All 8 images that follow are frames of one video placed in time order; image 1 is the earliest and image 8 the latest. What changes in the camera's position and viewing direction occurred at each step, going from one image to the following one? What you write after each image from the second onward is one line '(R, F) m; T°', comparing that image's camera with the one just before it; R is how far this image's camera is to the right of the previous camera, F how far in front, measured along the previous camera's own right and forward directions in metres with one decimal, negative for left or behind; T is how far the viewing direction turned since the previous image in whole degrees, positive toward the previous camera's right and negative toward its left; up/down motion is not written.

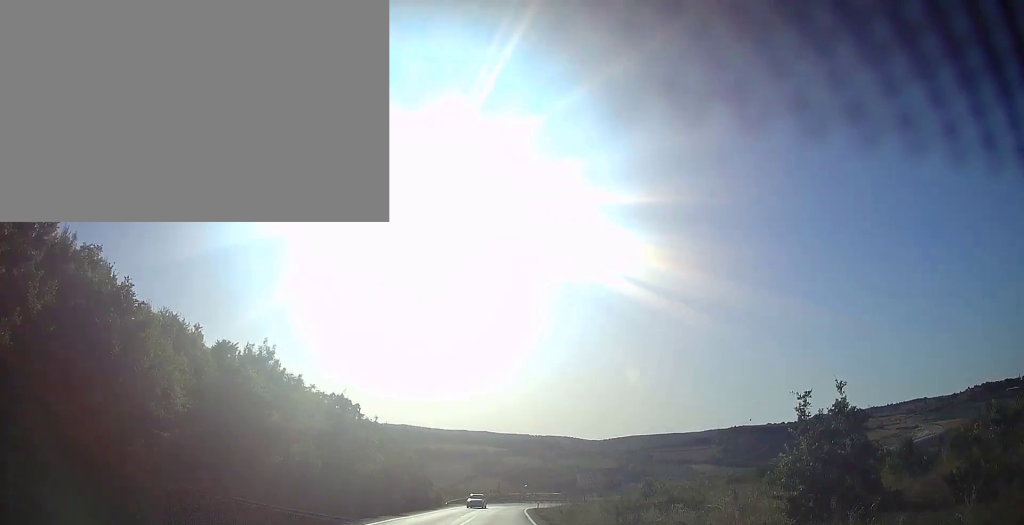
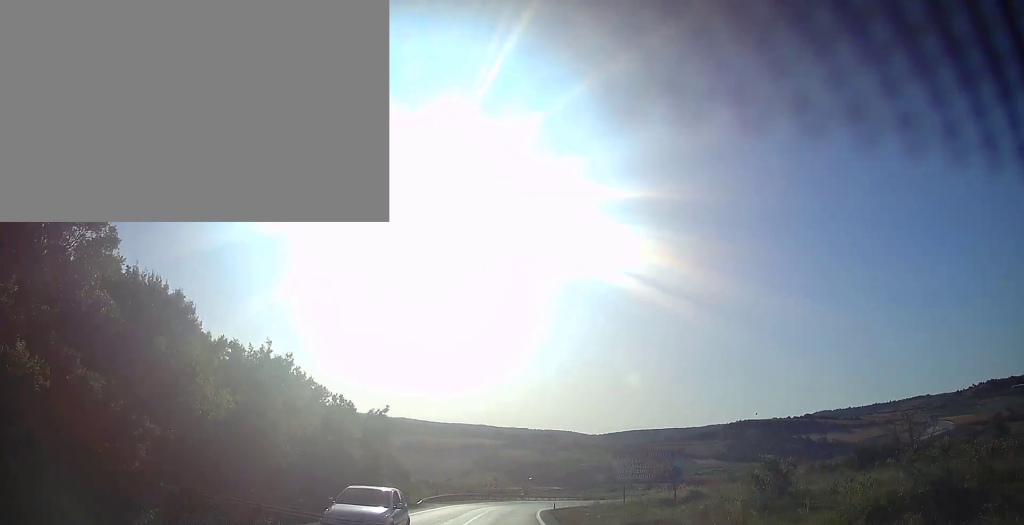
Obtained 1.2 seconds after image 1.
(-0.1, +21.9) m; -1°
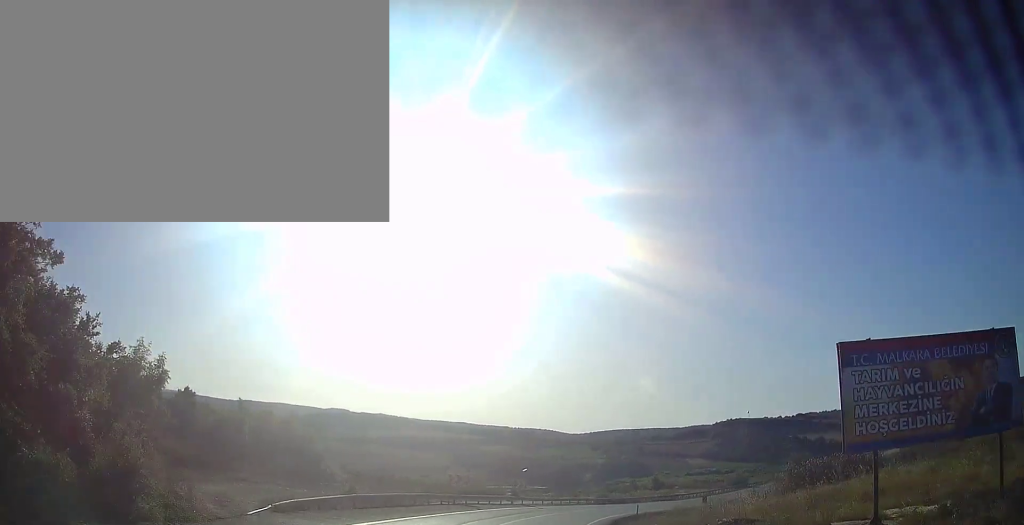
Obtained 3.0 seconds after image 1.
(+0.2, +31.7) m; +2°
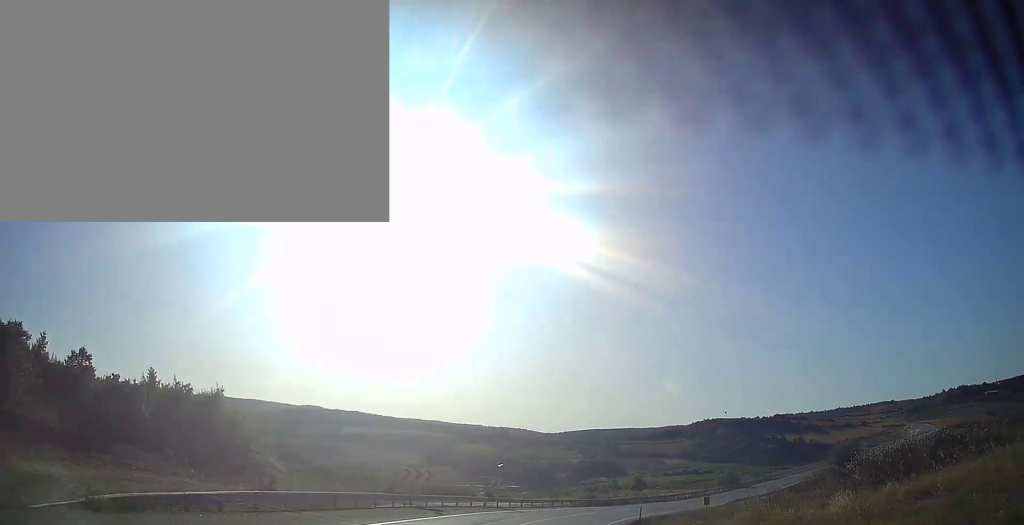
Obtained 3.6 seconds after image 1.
(+0.1, +9.7) m; +2°
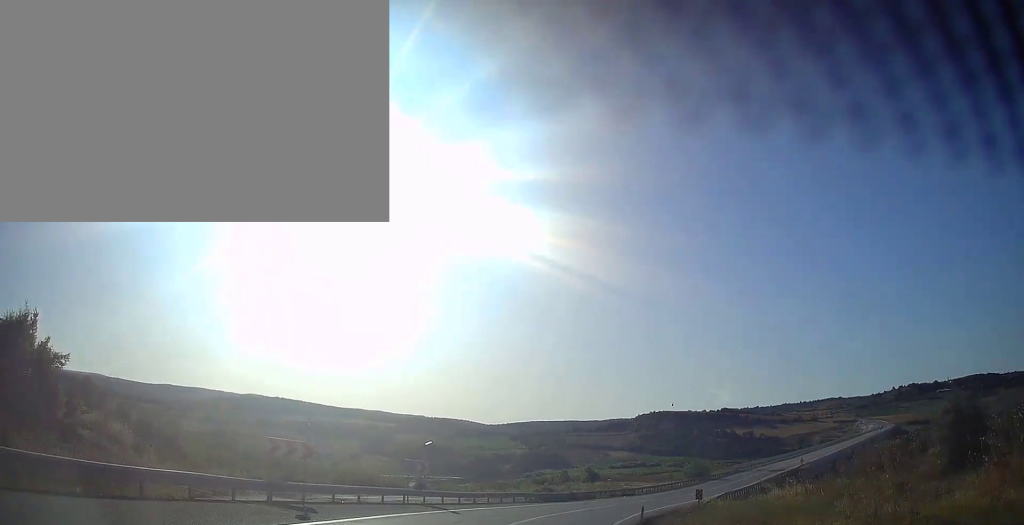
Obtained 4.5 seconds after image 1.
(+0.1, +13.5) m; +4°
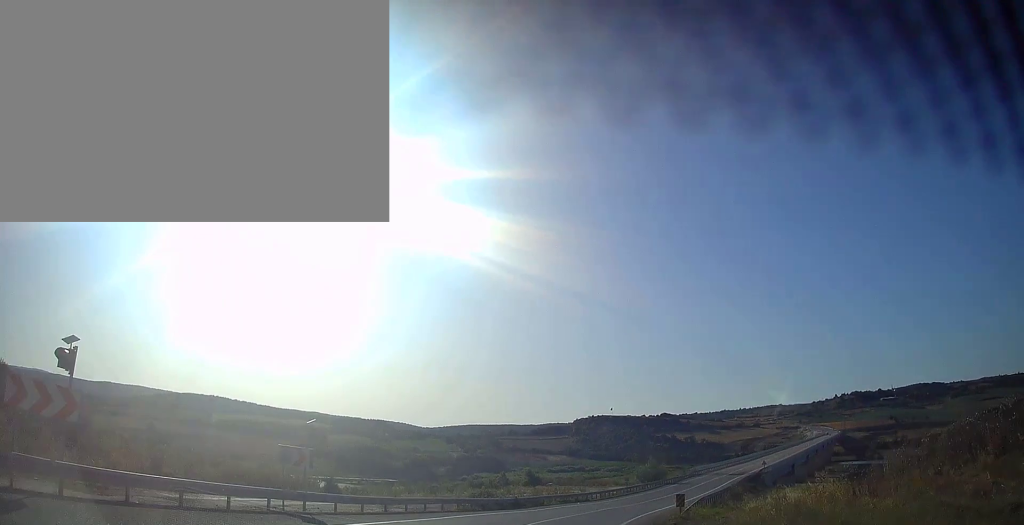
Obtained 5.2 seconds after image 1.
(+0.5, +10.0) m; +5°
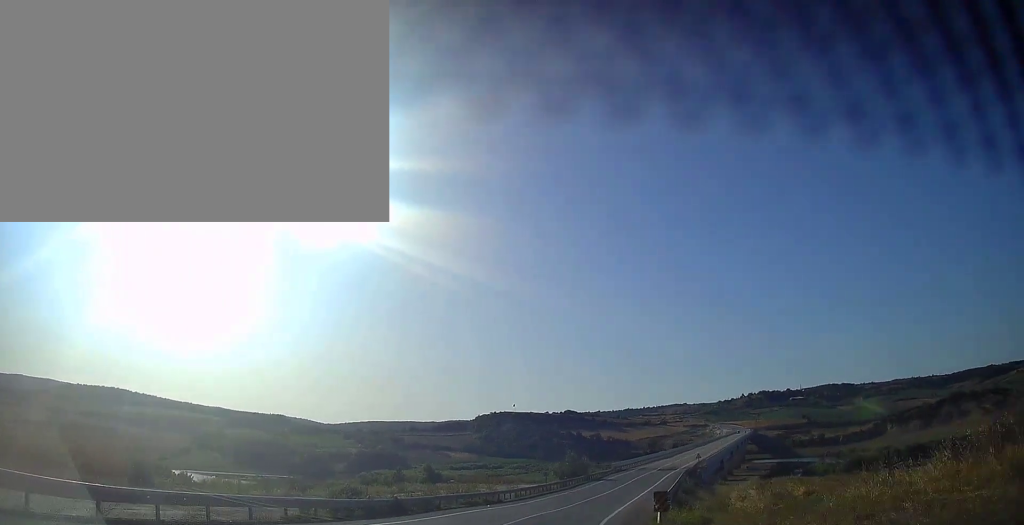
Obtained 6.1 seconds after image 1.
(+1.0, +14.0) m; +8°
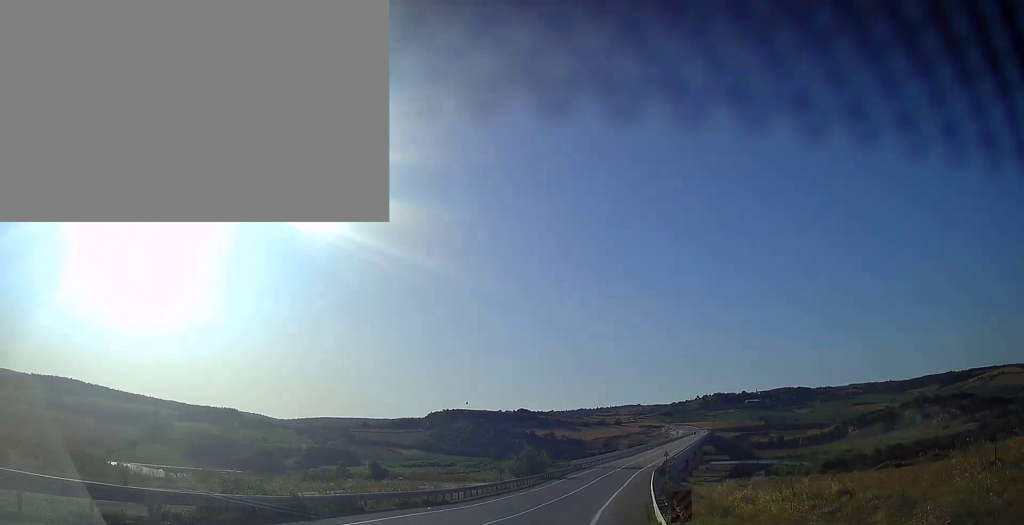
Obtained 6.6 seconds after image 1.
(+0.2, +7.1) m; +4°
